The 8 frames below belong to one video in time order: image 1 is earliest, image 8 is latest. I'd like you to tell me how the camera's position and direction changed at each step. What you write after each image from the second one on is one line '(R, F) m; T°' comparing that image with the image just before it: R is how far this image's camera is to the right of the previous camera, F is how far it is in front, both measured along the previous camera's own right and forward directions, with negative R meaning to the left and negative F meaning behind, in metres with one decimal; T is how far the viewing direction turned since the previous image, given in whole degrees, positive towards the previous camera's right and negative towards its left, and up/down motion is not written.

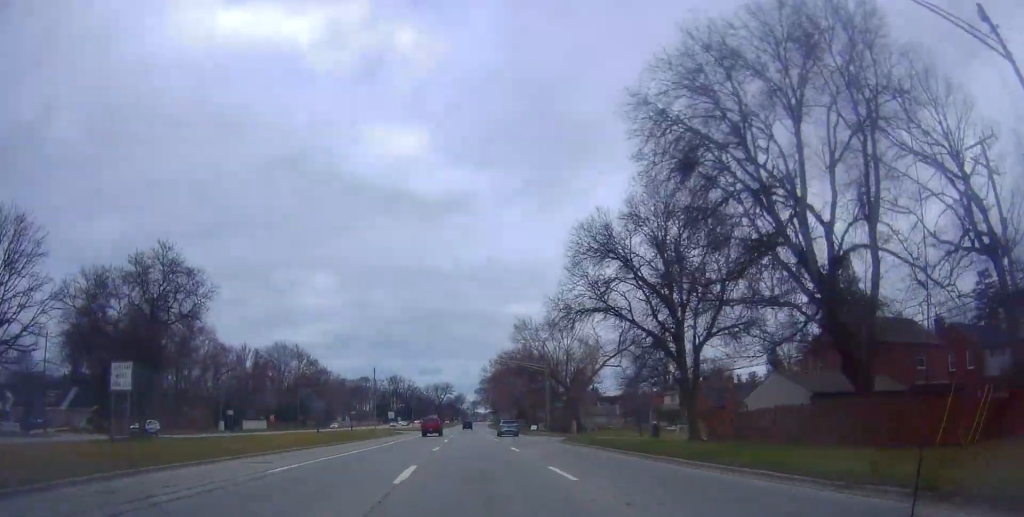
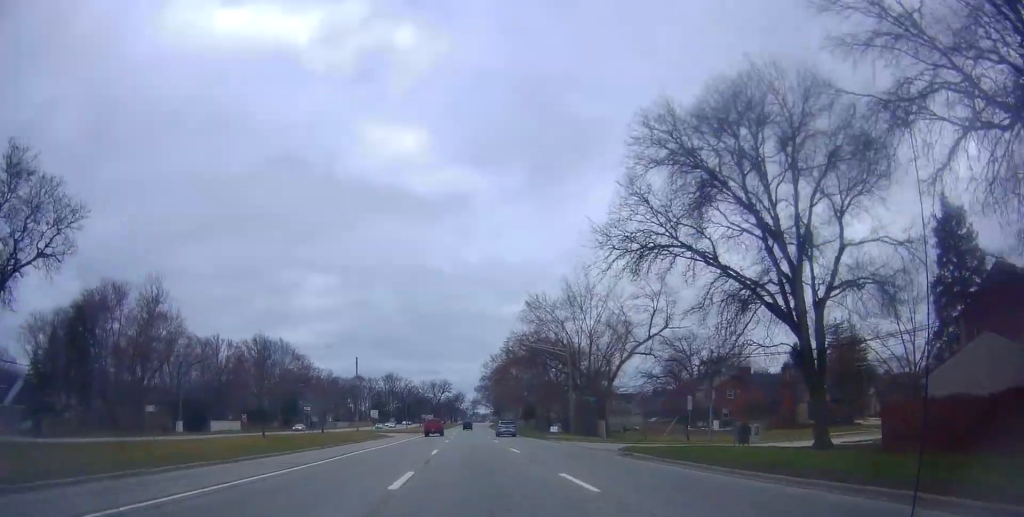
(0.0, +16.4) m; 0°
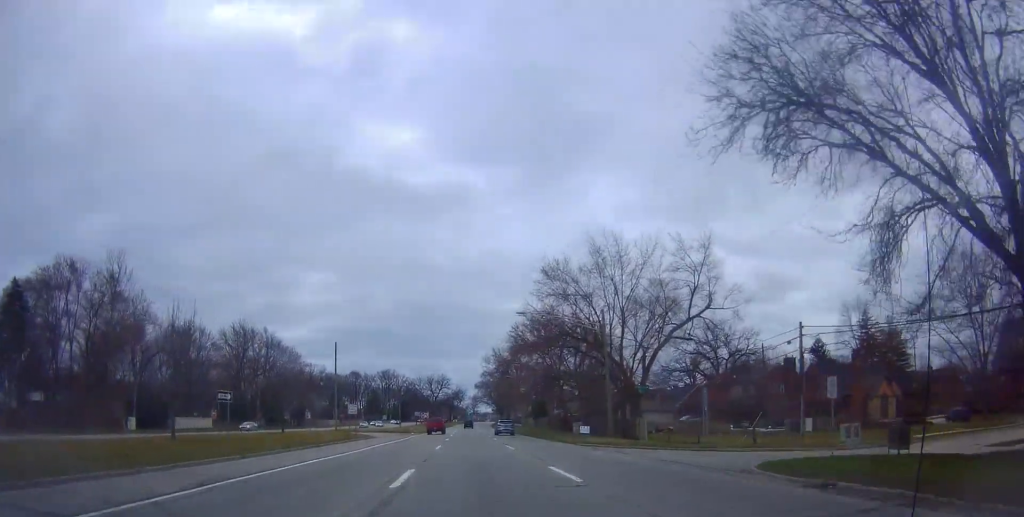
(-0.5, +14.3) m; 0°
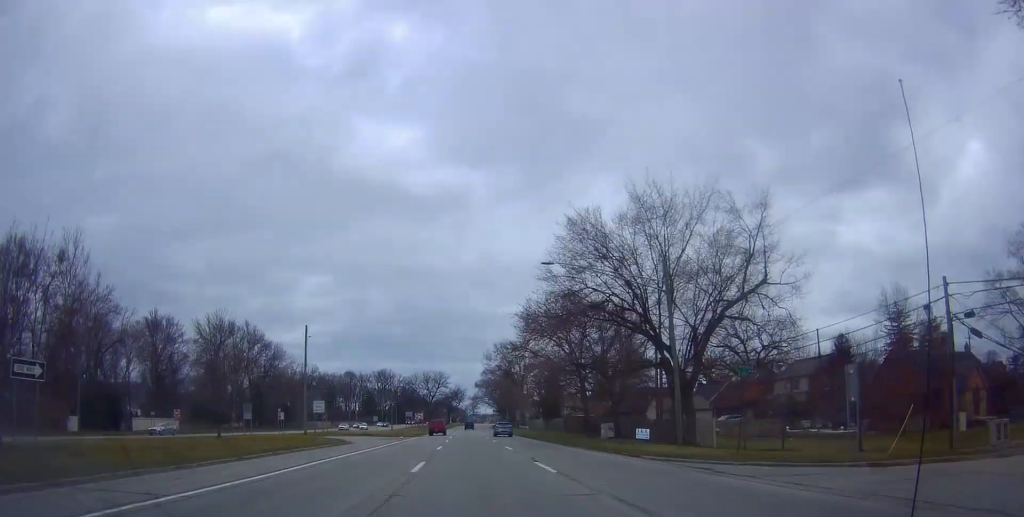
(+0.5, +13.7) m; +1°
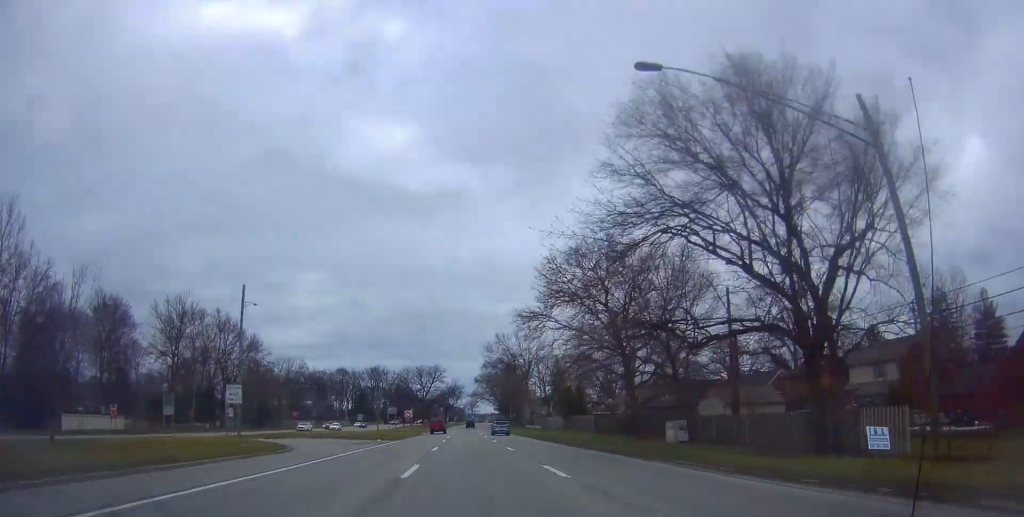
(+0.2, +17.3) m; +1°
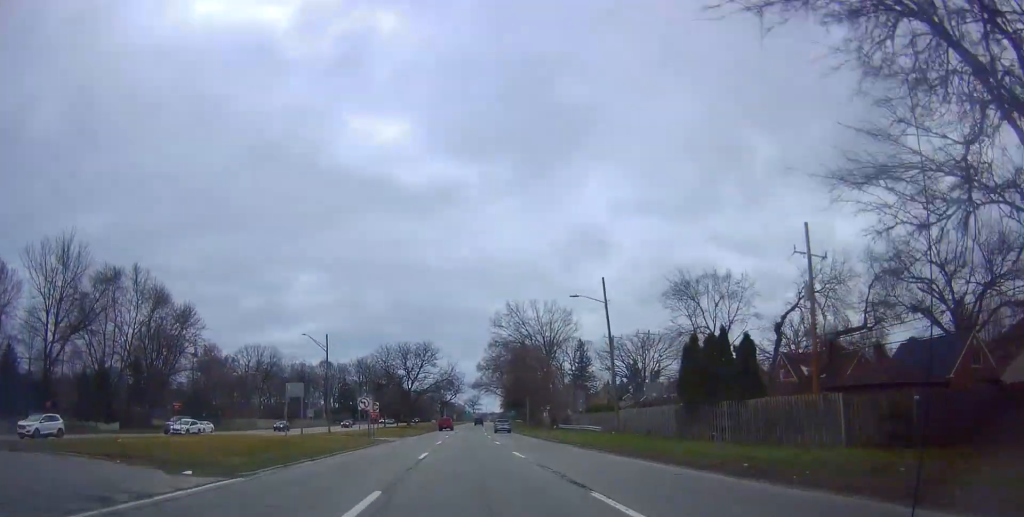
(0.0, +36.8) m; 0°
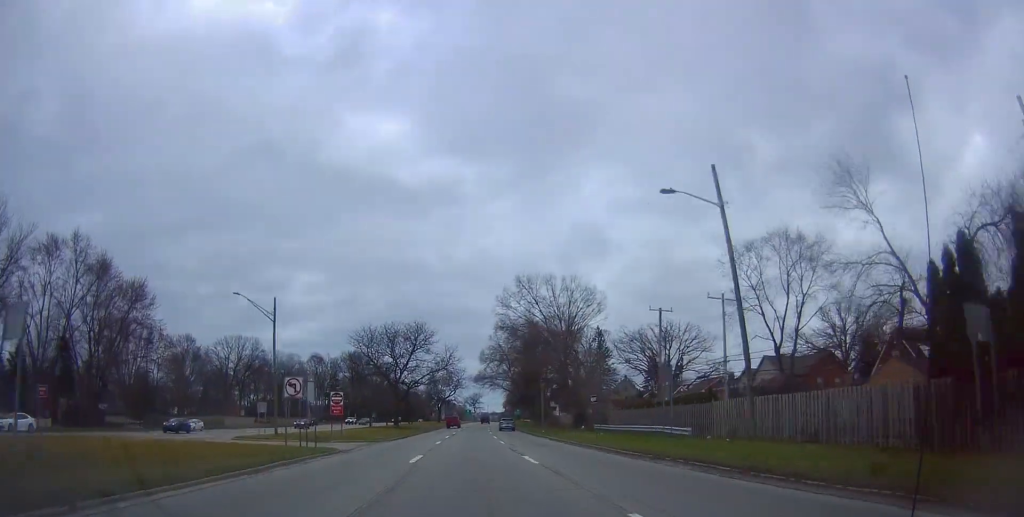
(0.0, +18.7) m; 0°
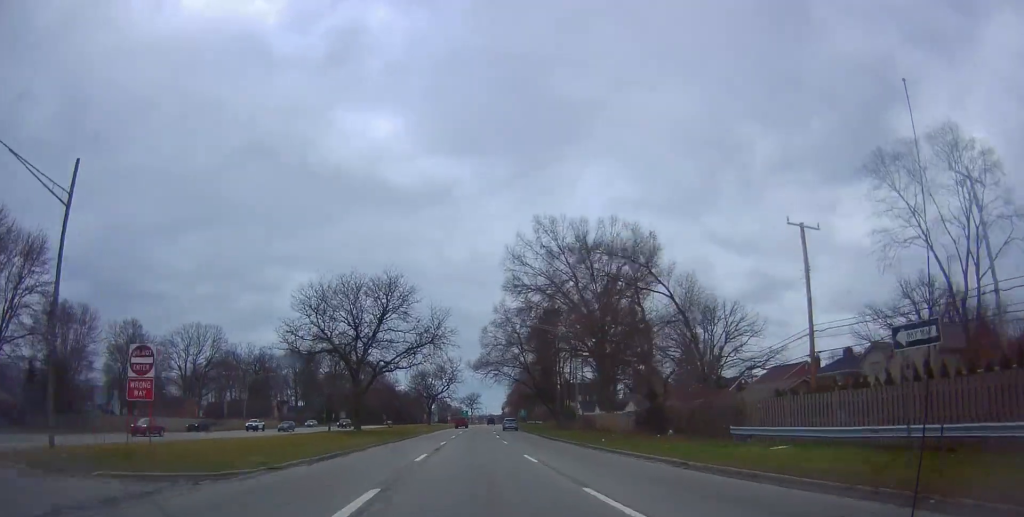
(-0.4, +27.6) m; -2°
